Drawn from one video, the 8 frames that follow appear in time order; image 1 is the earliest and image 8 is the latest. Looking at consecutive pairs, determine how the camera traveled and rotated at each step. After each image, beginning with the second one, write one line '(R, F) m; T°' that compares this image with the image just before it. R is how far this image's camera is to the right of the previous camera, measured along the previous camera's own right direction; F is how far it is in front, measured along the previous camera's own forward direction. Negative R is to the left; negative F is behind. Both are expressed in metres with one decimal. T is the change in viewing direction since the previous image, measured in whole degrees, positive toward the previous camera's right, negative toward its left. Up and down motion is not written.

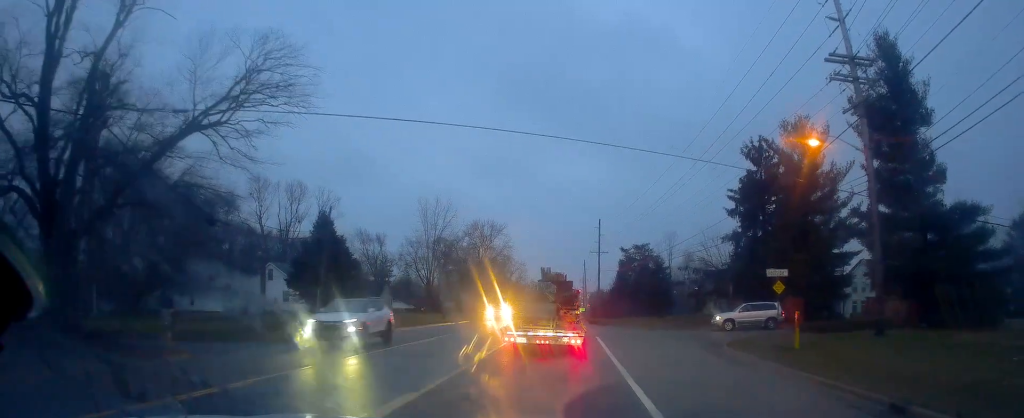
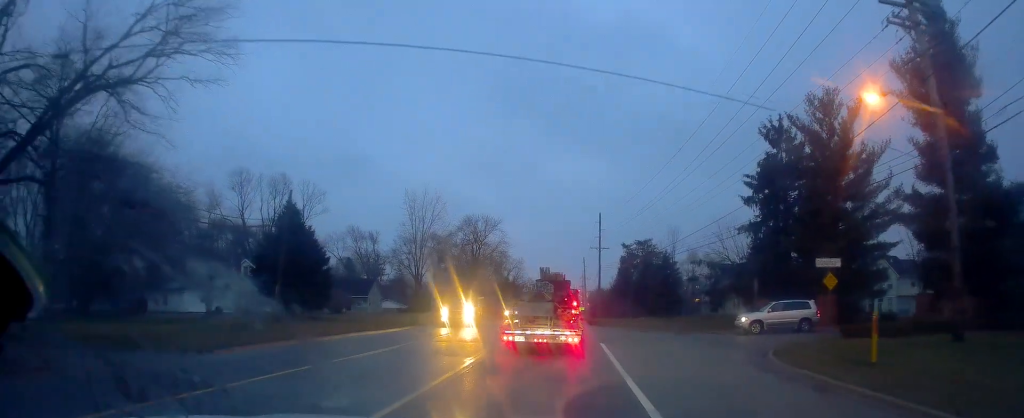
(0.0, +5.5) m; 0°
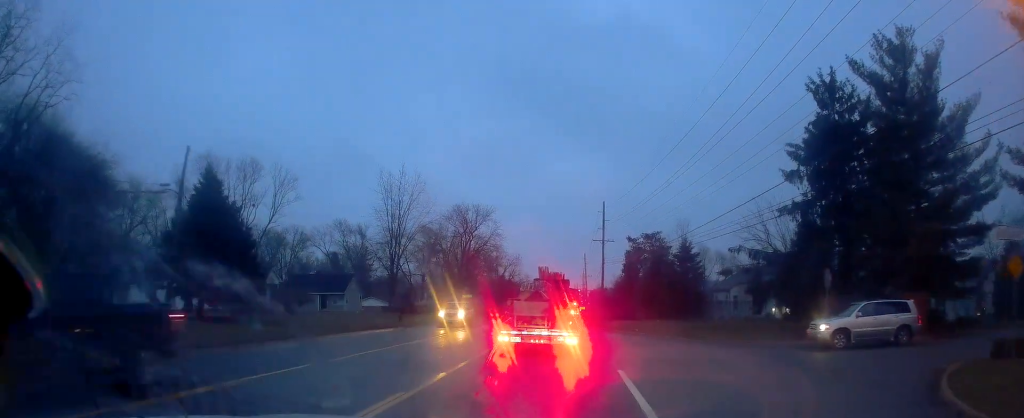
(0.0, +9.4) m; -5°
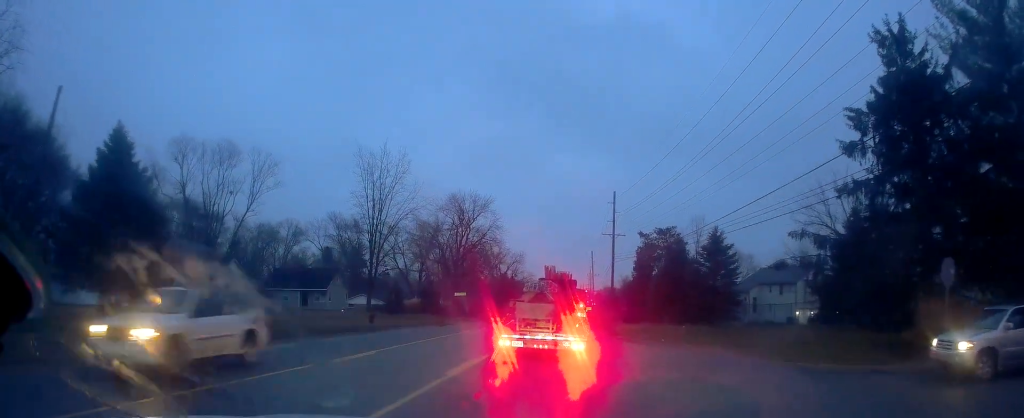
(-0.7, +8.0) m; -1°
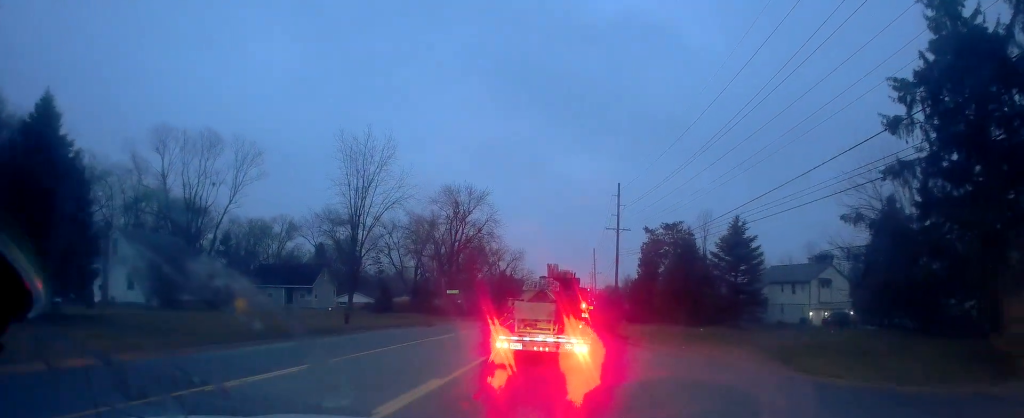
(+0.3, +4.9) m; +3°
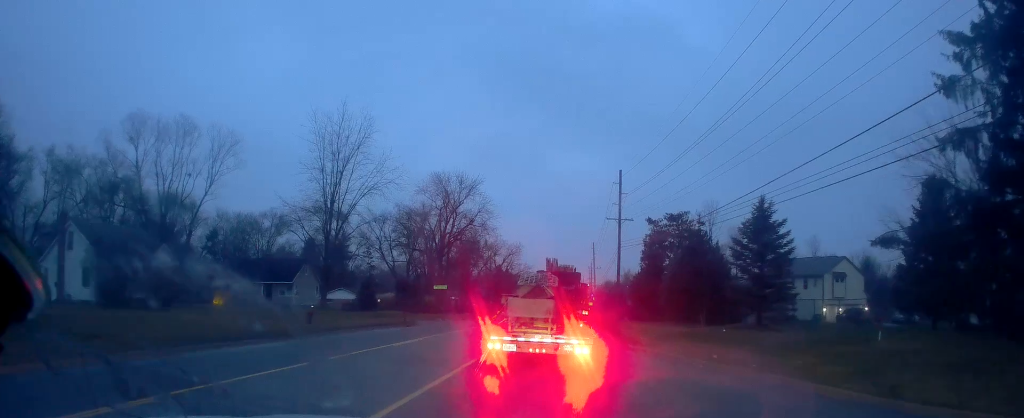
(+0.3, +5.4) m; +3°
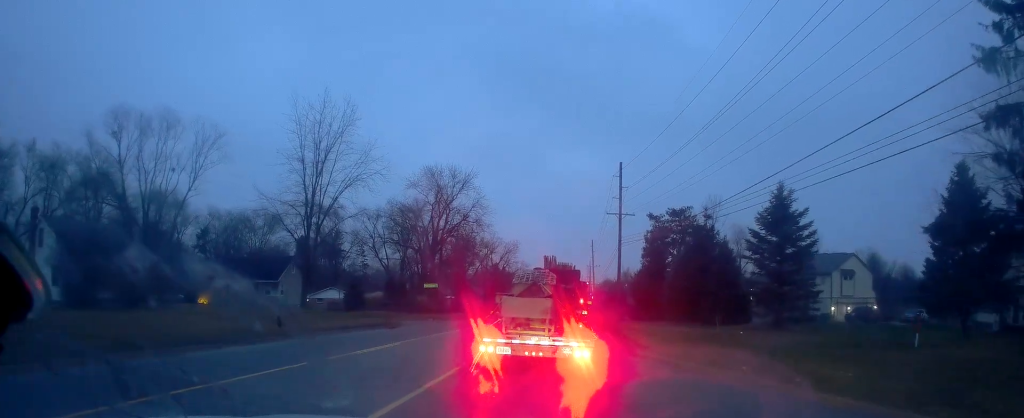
(0.0, +3.4) m; 0°
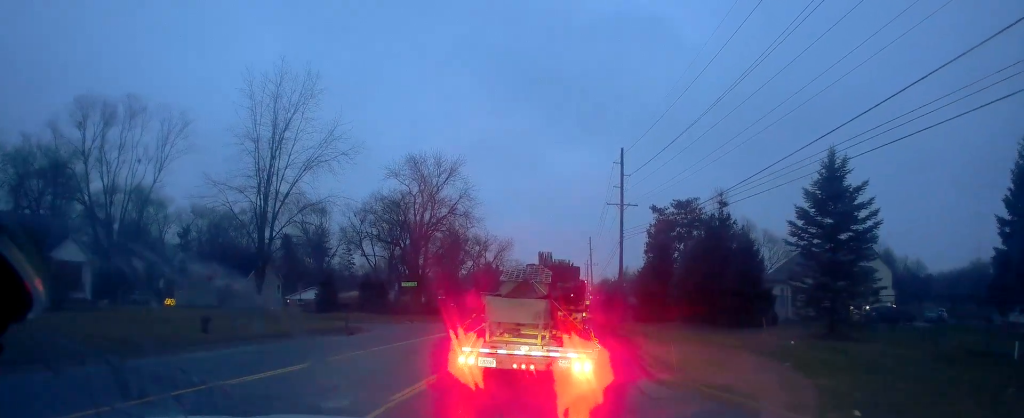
(0.0, +7.2) m; 0°
